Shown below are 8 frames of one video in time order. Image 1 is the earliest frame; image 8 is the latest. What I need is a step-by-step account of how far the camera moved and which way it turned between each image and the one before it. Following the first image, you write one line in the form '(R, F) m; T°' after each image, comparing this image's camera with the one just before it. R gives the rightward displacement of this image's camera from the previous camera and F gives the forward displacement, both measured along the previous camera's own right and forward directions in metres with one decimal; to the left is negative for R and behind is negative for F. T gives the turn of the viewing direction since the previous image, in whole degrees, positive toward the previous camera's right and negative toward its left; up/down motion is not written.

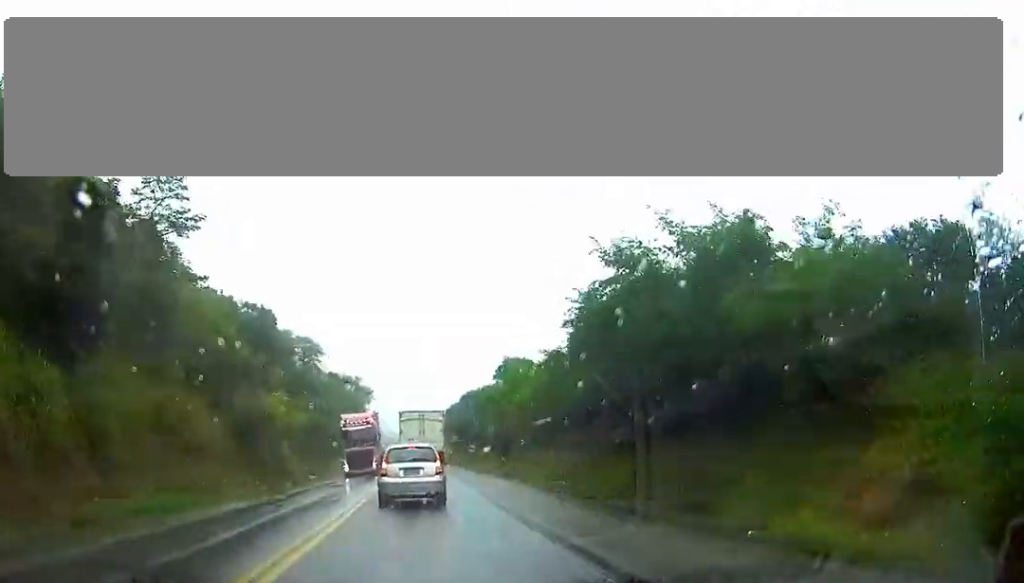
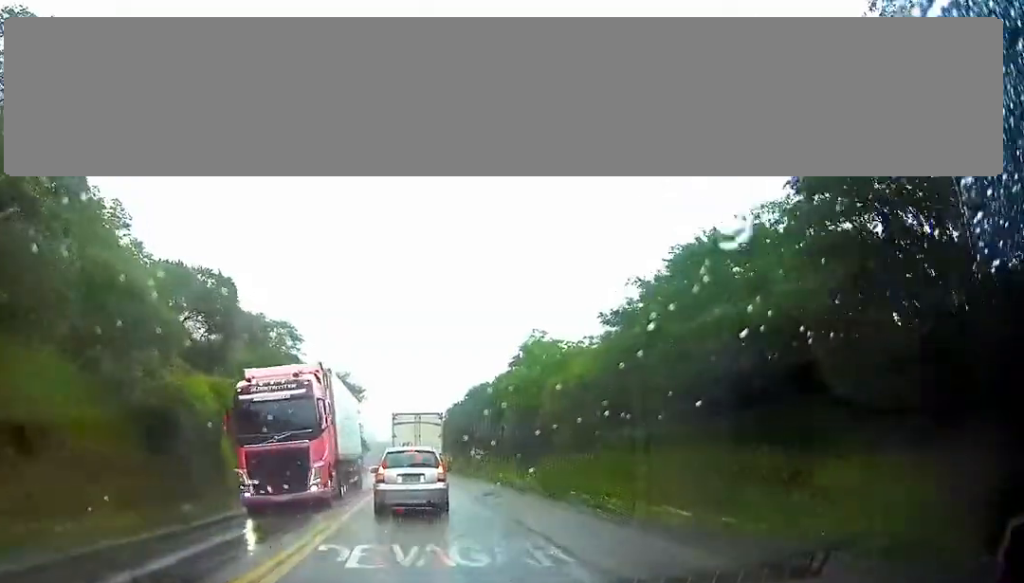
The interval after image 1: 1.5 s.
(+0.2, +15.6) m; +2°
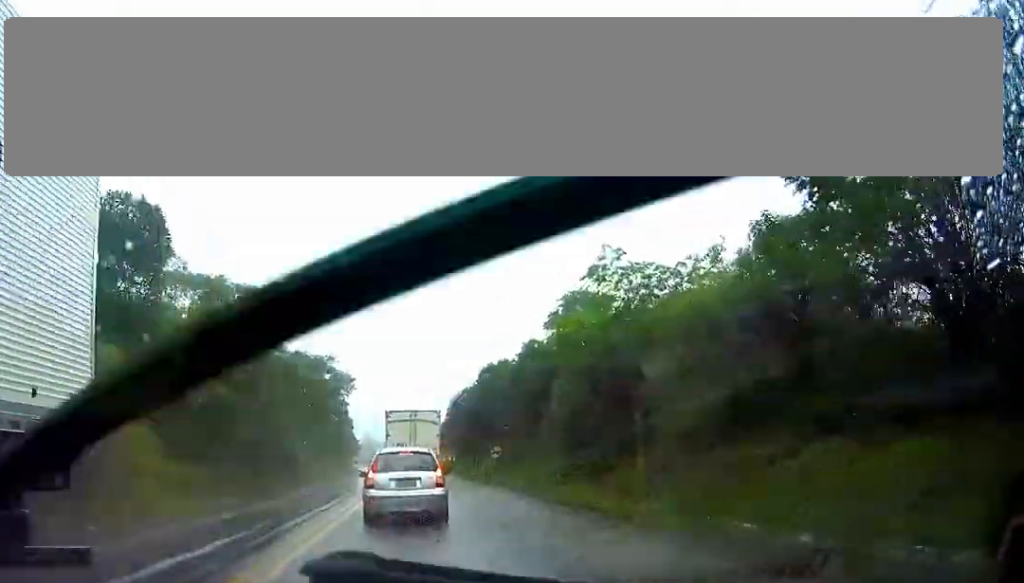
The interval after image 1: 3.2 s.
(+0.3, +16.4) m; +1°
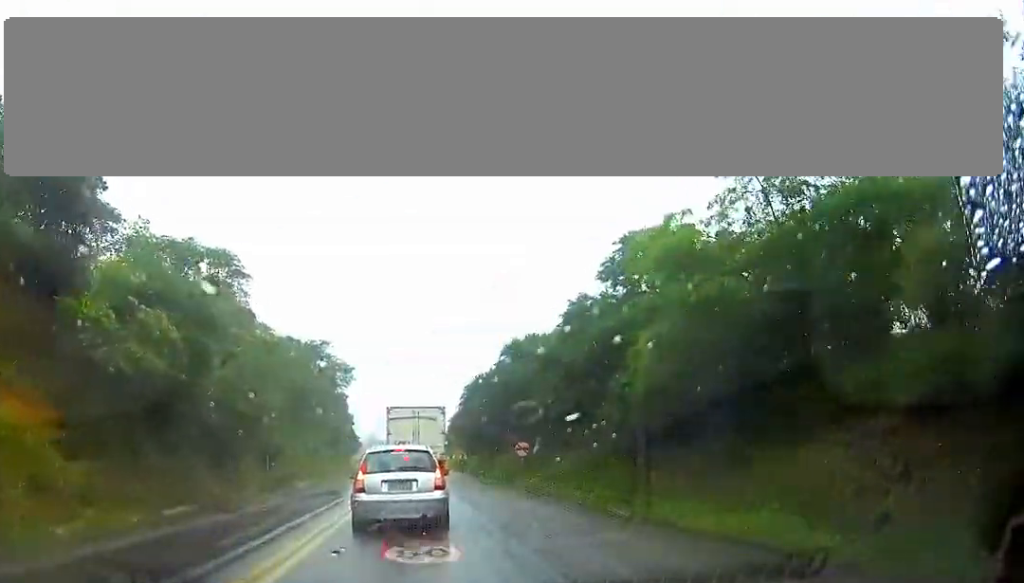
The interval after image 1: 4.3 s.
(-0.3, +10.8) m; -2°
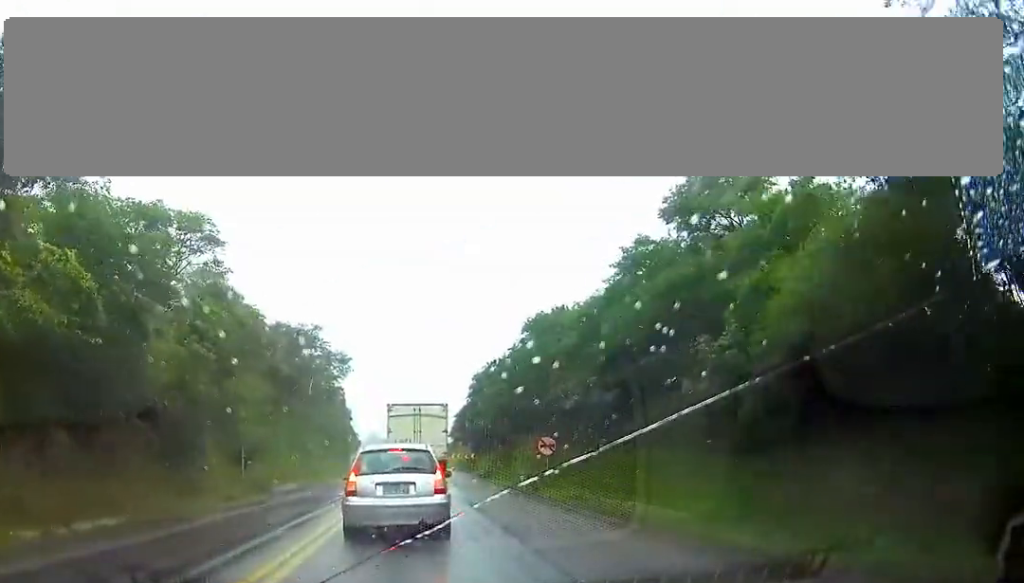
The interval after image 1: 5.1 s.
(0.0, +7.8) m; -1°
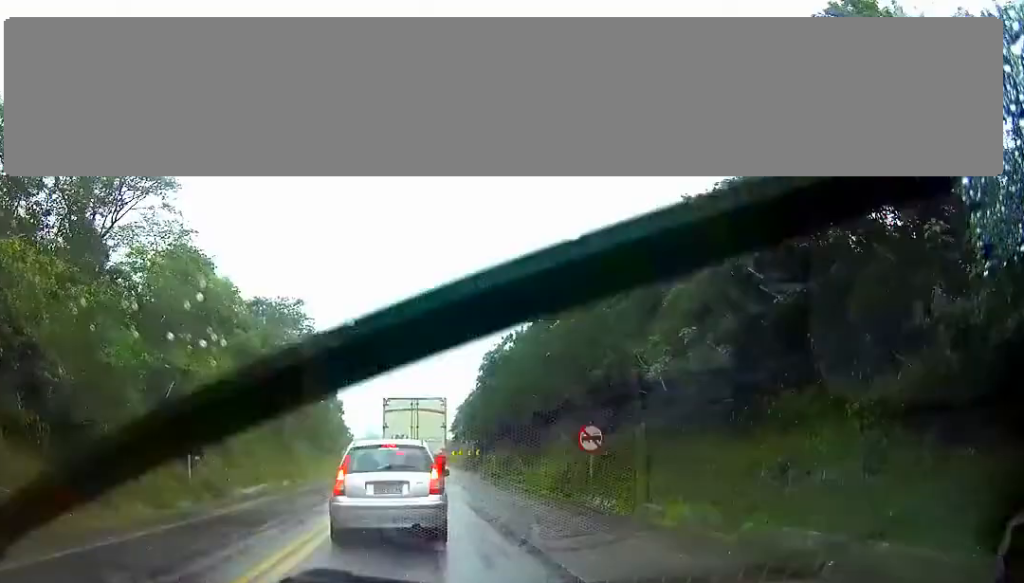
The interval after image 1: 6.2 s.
(-0.1, +10.1) m; -1°
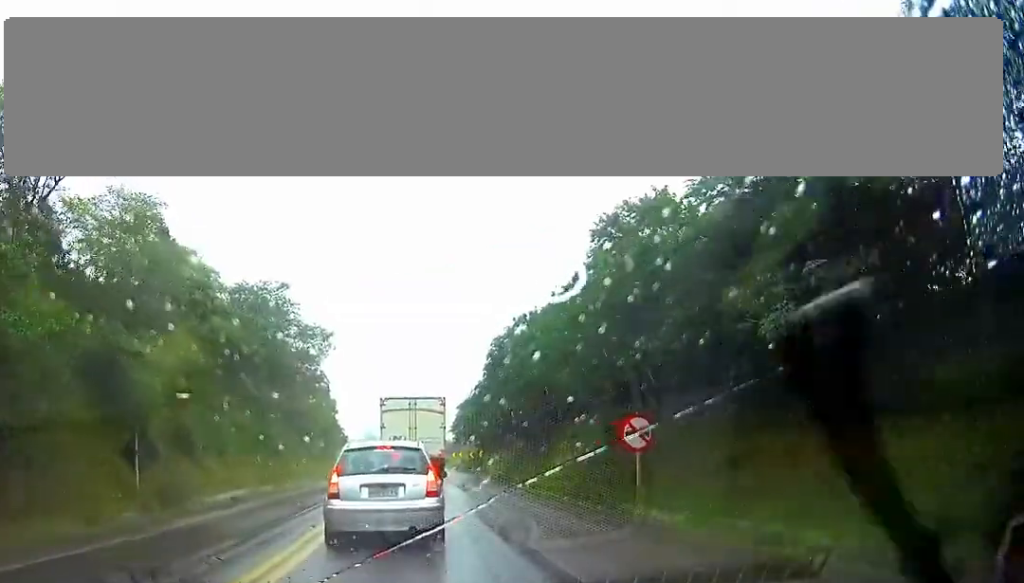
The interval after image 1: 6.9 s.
(0.0, +6.2) m; -1°
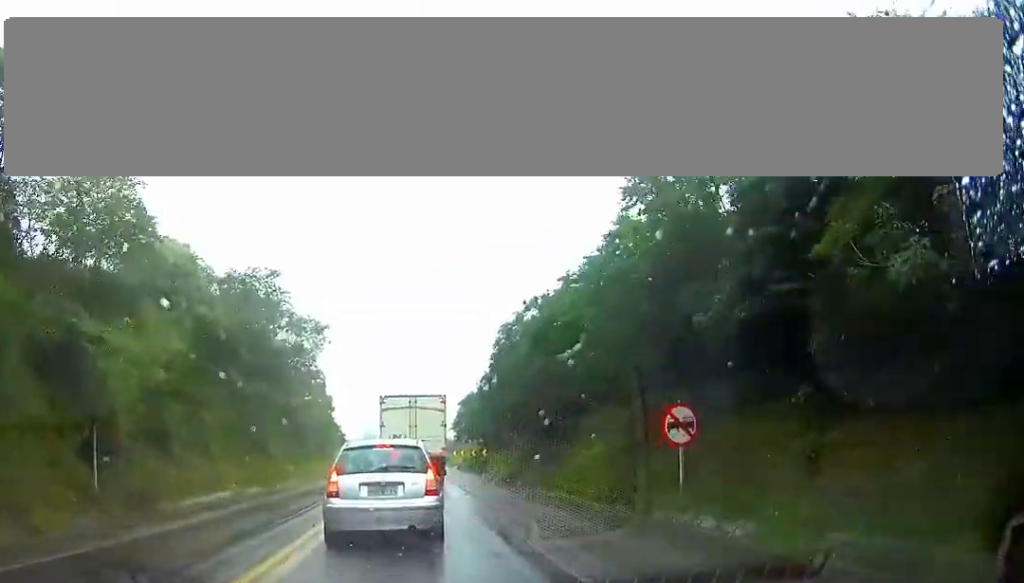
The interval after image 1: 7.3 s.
(+0.1, +3.8) m; 0°
